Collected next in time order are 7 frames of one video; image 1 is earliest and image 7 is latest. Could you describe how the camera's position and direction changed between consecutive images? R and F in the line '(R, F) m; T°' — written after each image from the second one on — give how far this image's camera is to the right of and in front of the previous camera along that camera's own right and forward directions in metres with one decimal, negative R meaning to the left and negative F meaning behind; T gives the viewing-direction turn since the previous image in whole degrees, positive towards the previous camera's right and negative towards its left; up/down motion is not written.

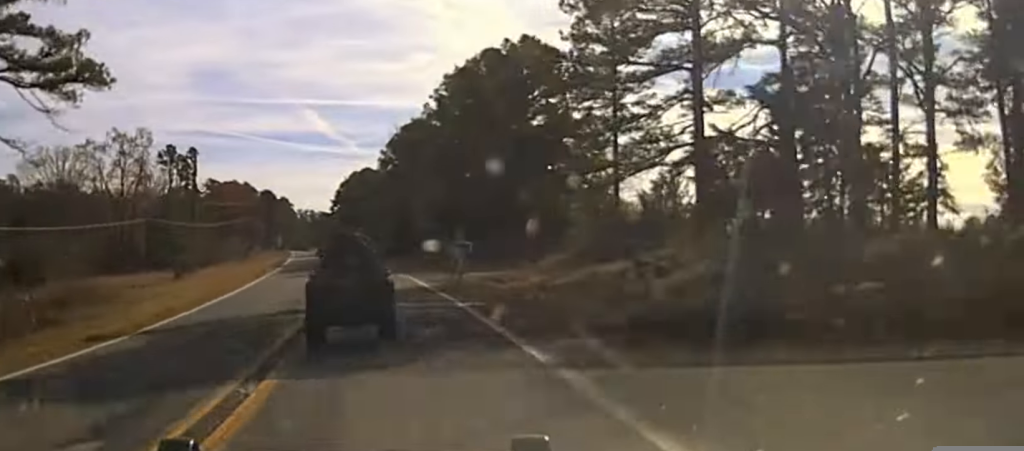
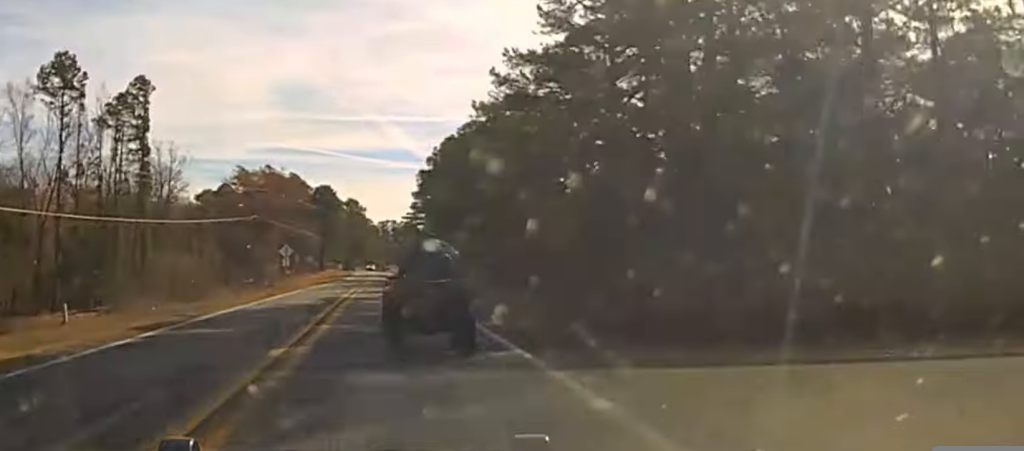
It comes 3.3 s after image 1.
(-7.7, +89.8) m; -6°
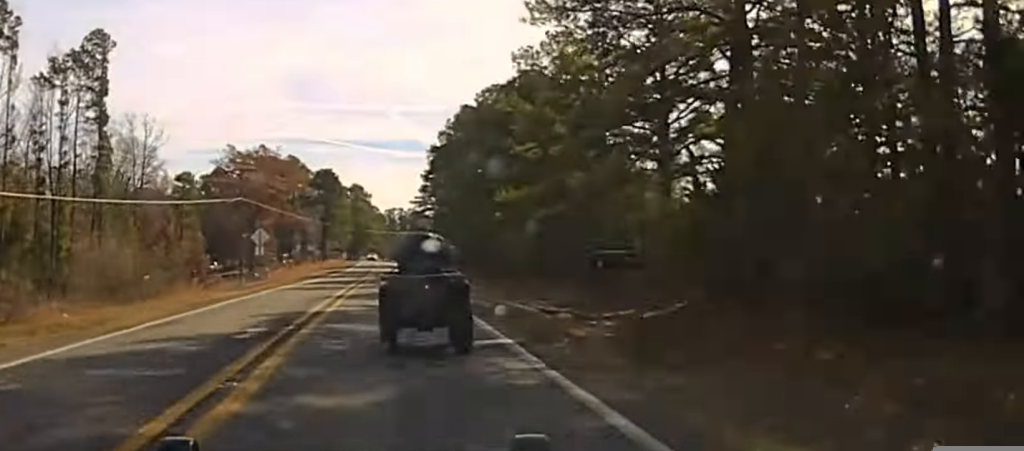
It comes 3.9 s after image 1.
(0.0, +16.1) m; 0°
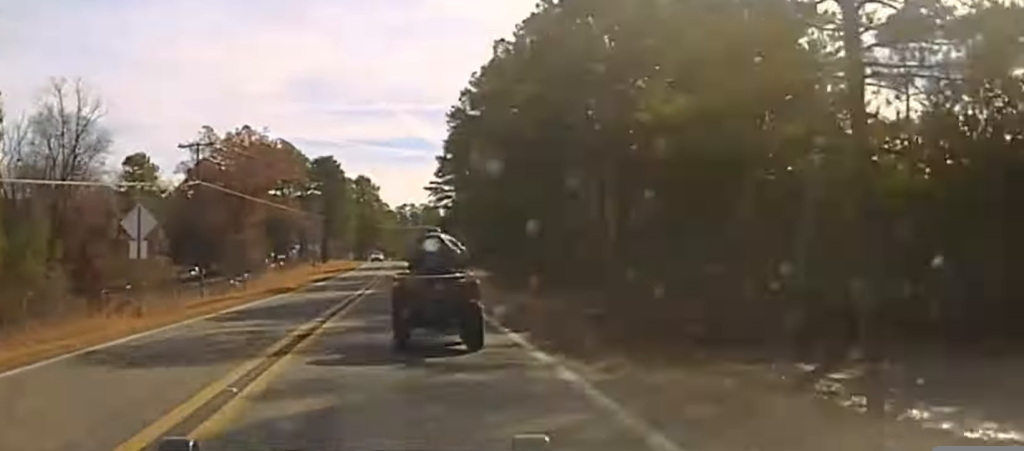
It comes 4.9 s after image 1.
(0.0, +26.0) m; 0°
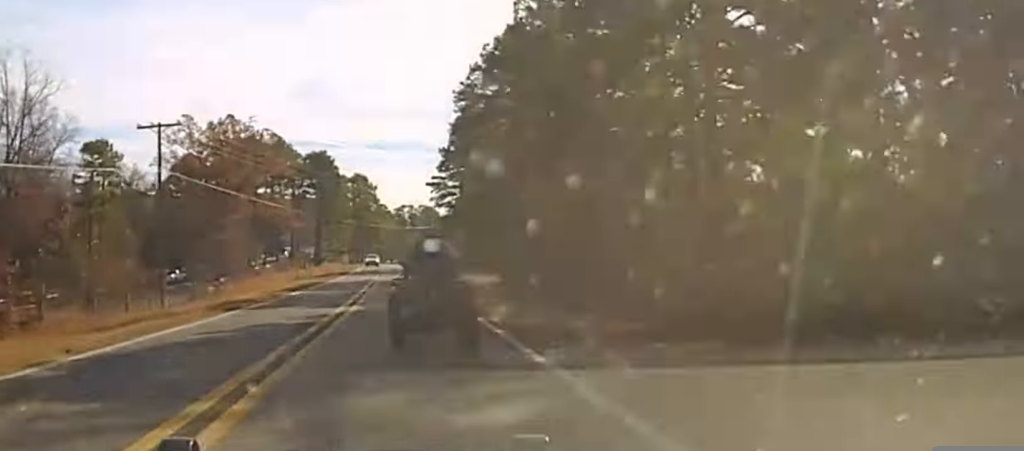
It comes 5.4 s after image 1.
(0.0, +13.5) m; 0°
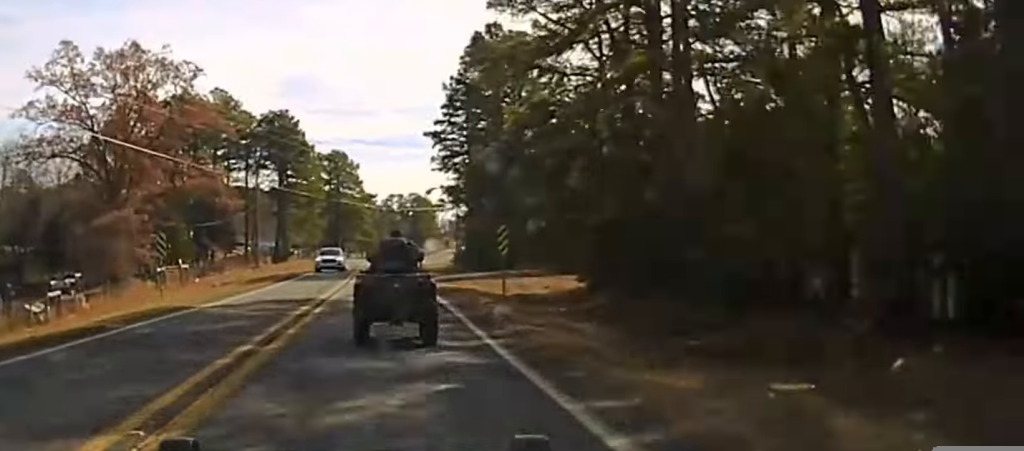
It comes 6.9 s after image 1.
(0.0, +39.9) m; 0°
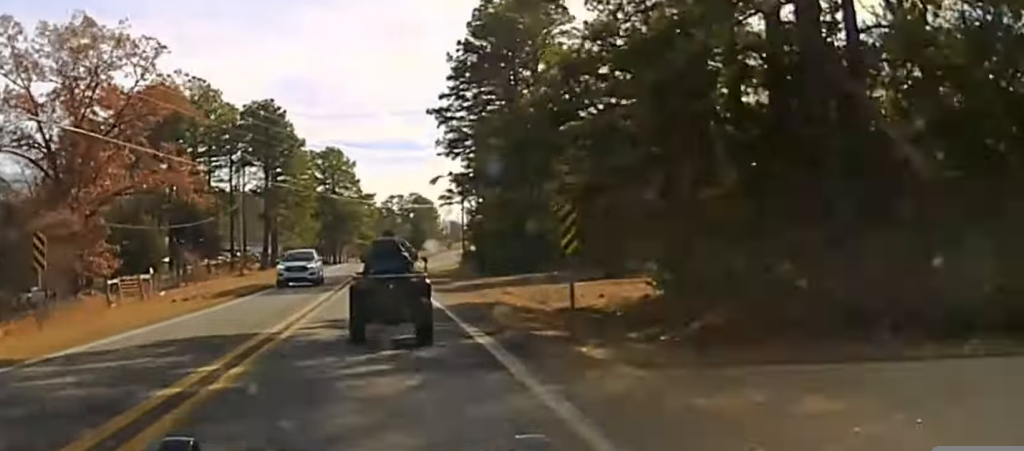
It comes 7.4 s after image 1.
(0.0, +12.0) m; 0°
